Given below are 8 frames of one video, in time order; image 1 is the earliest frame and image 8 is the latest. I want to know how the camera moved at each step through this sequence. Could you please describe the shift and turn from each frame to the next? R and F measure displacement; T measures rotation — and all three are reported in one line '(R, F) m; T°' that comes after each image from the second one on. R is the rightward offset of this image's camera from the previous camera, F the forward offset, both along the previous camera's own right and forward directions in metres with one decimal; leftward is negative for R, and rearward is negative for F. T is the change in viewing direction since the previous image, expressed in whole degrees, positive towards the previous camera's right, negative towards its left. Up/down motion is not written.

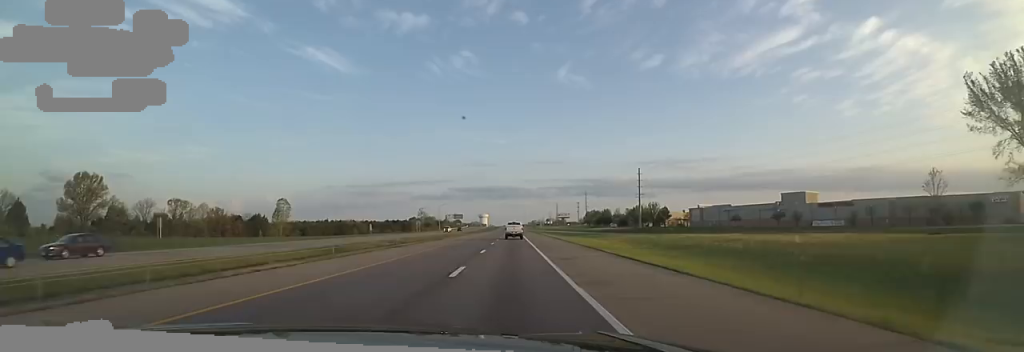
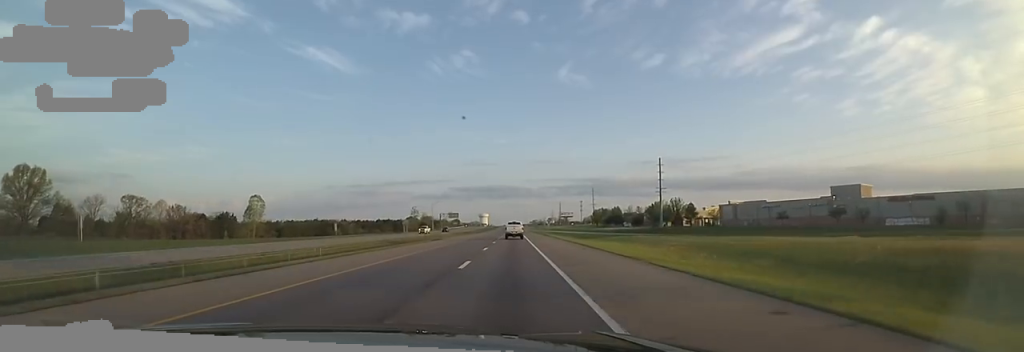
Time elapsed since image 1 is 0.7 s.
(-0.2, +22.1) m; -1°
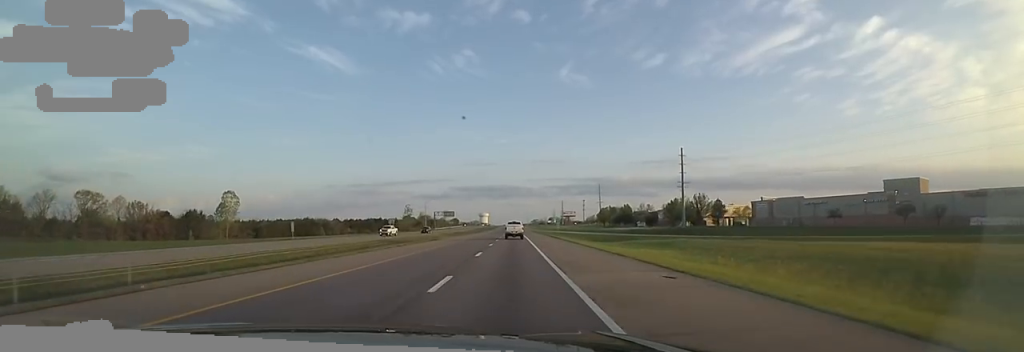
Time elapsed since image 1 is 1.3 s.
(-0.6, +17.7) m; -2°
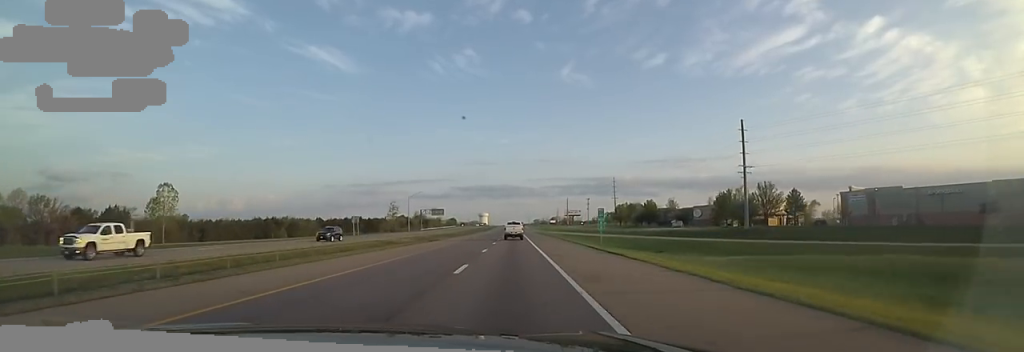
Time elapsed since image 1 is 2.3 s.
(-0.1, +31.8) m; +2°
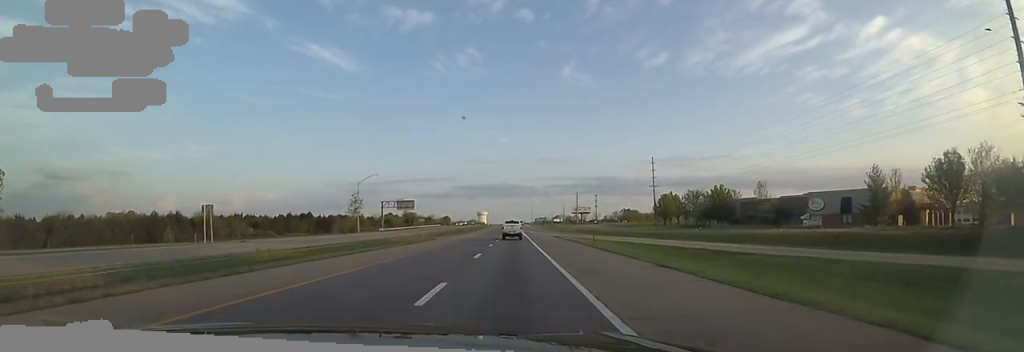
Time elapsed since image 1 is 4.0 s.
(+1.3, +55.3) m; 0°
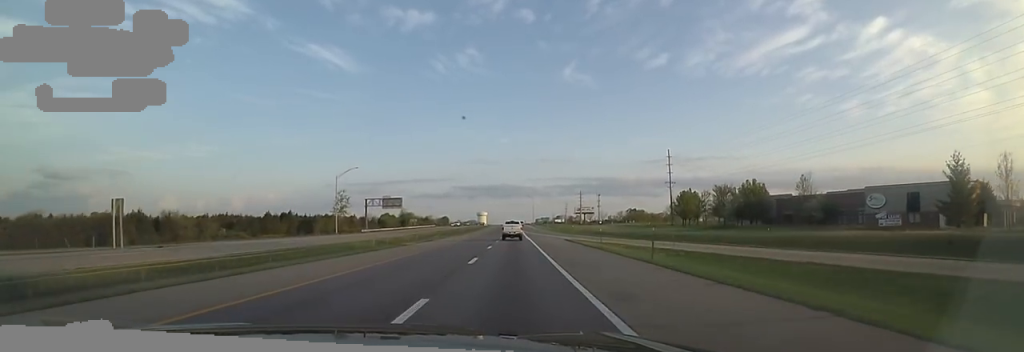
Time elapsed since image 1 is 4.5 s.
(-0.1, +15.0) m; -1°
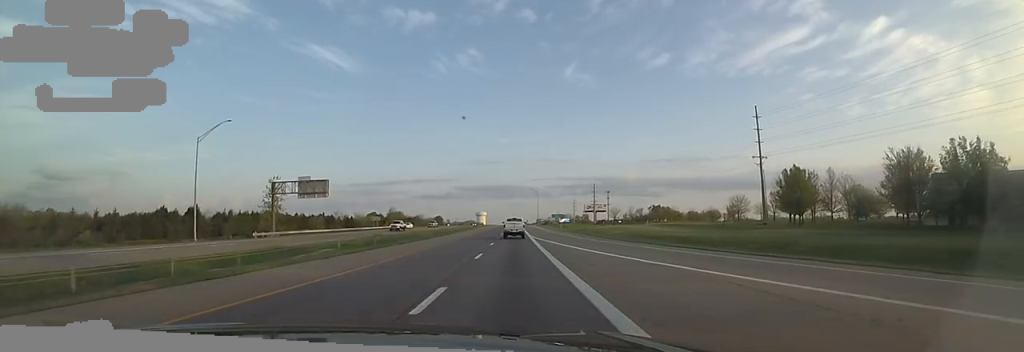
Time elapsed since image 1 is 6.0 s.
(-1.0, +47.3) m; -1°
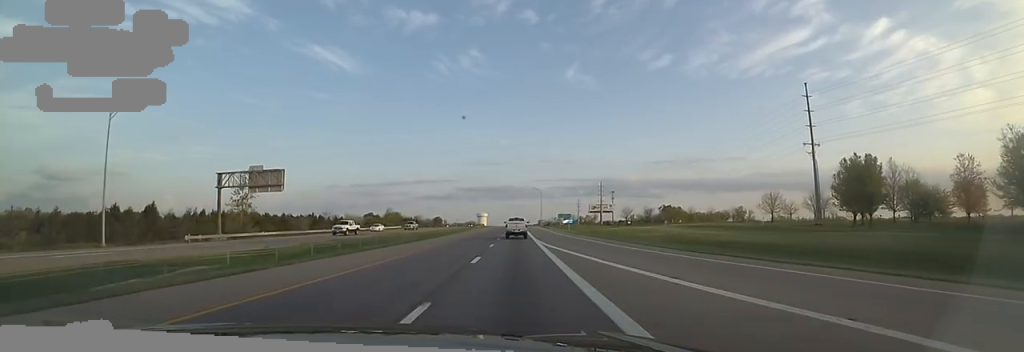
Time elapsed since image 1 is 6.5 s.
(0.0, +14.4) m; 0°
